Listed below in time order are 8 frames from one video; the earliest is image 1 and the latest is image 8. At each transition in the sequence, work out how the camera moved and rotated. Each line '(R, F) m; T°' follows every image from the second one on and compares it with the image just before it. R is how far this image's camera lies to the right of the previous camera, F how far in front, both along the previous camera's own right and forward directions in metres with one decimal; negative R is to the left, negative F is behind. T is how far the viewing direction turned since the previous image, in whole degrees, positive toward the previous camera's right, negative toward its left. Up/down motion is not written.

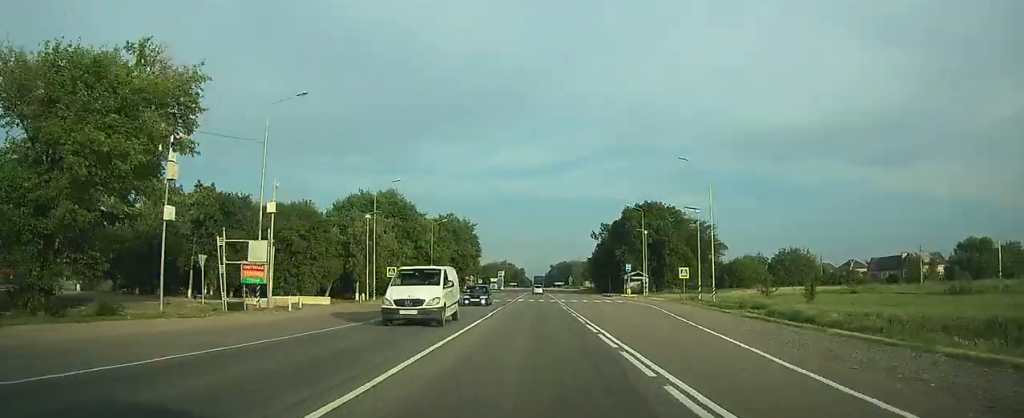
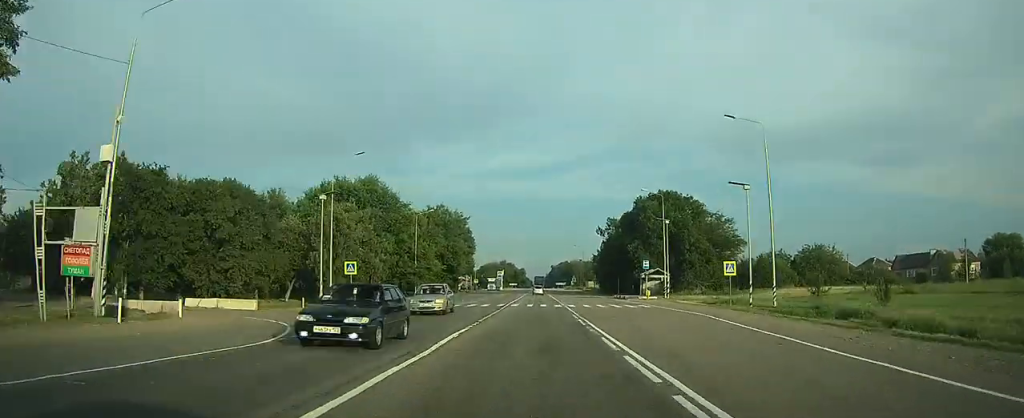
(0.0, +12.6) m; 0°
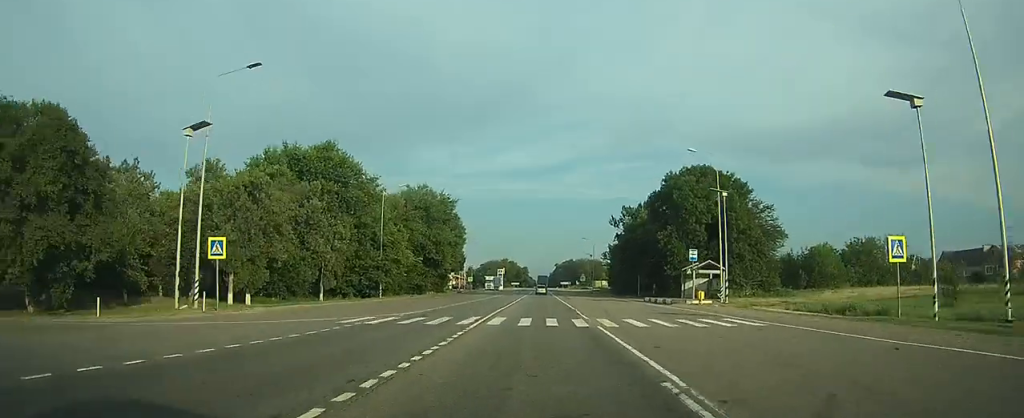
(0.0, +19.2) m; 0°
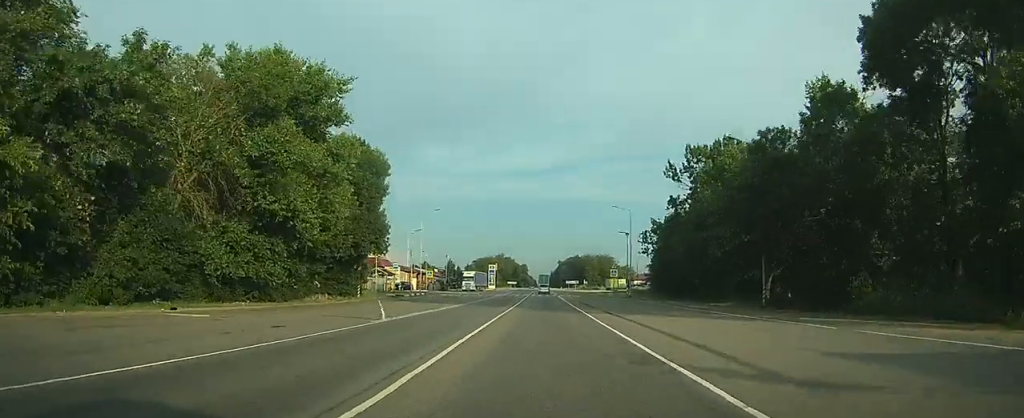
(0.0, +50.3) m; 0°
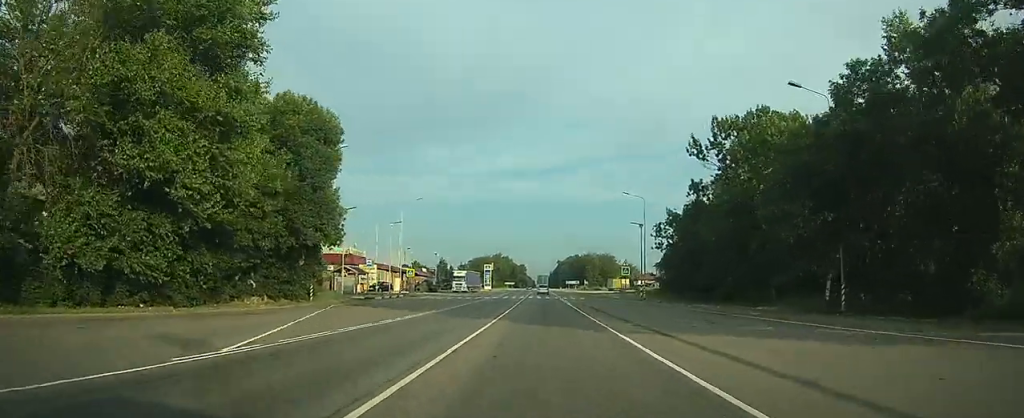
(0.0, +11.1) m; 0°
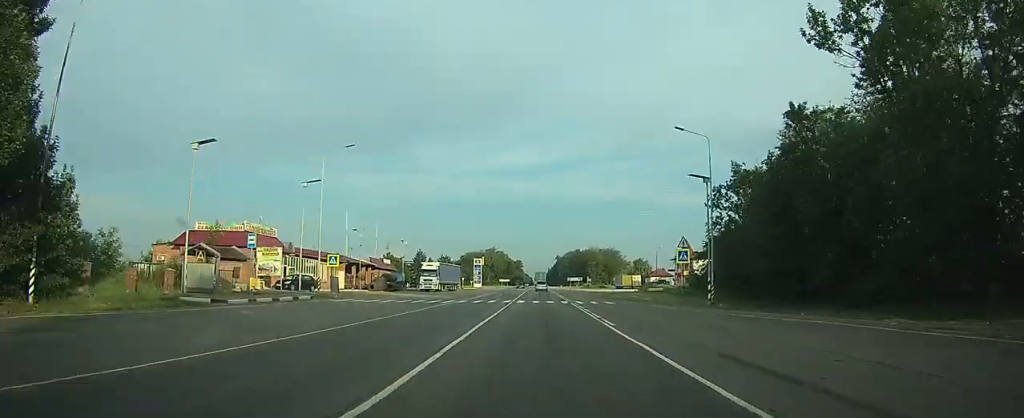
(0.0, +26.1) m; 0°
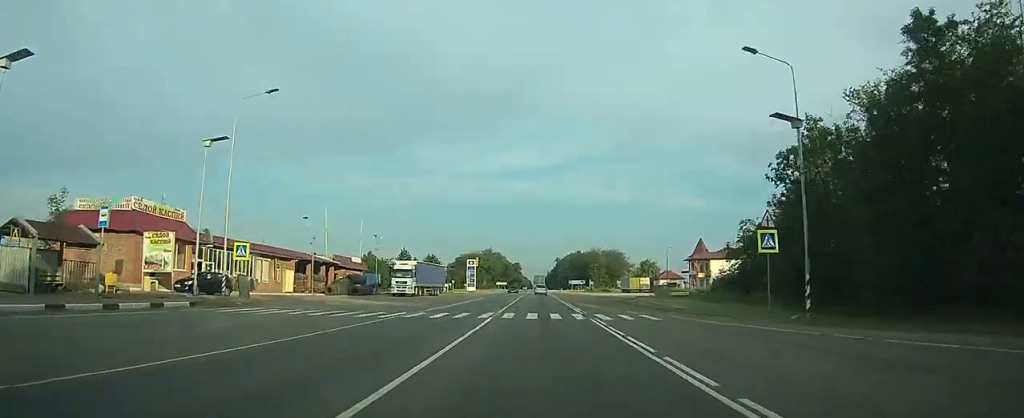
(0.0, +14.3) m; 0°
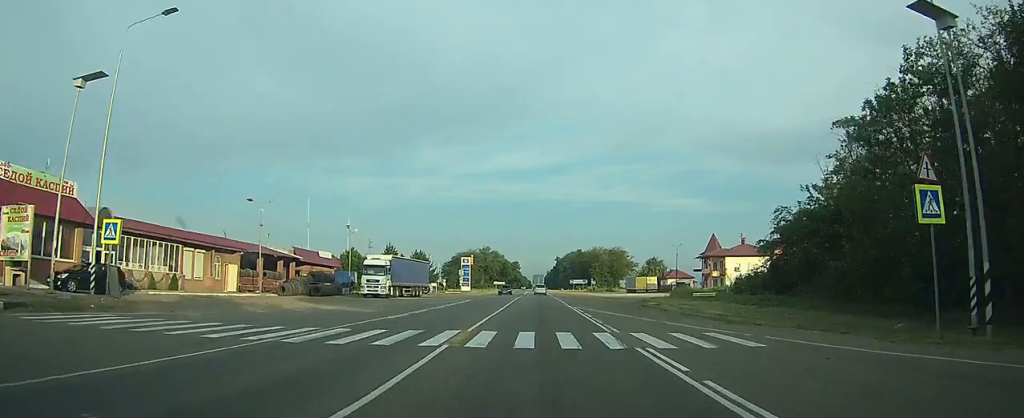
(0.0, +10.5) m; 0°
